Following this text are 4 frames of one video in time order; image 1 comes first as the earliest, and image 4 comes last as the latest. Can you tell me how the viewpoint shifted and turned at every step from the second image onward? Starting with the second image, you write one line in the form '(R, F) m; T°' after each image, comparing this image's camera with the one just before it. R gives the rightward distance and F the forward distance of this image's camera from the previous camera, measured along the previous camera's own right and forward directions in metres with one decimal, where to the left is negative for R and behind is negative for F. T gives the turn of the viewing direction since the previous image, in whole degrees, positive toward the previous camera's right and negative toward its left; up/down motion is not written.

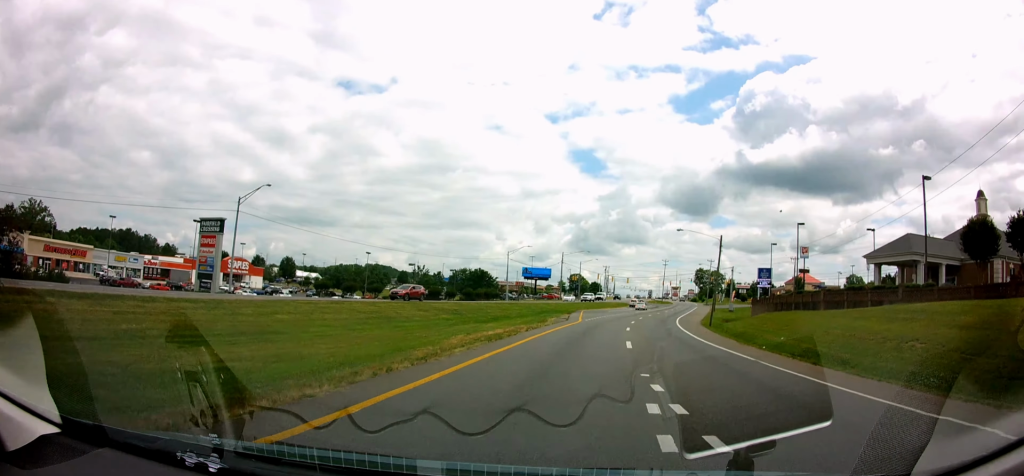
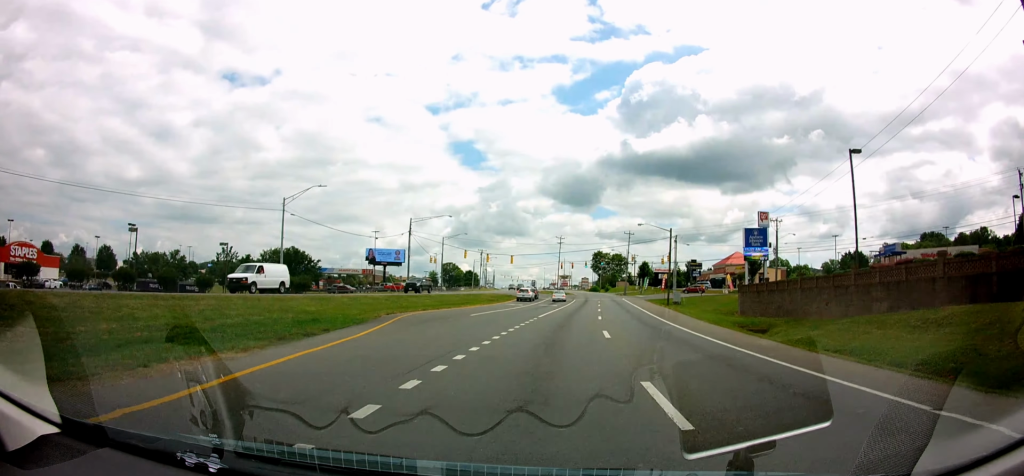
(+5.1, +46.5) m; +14°
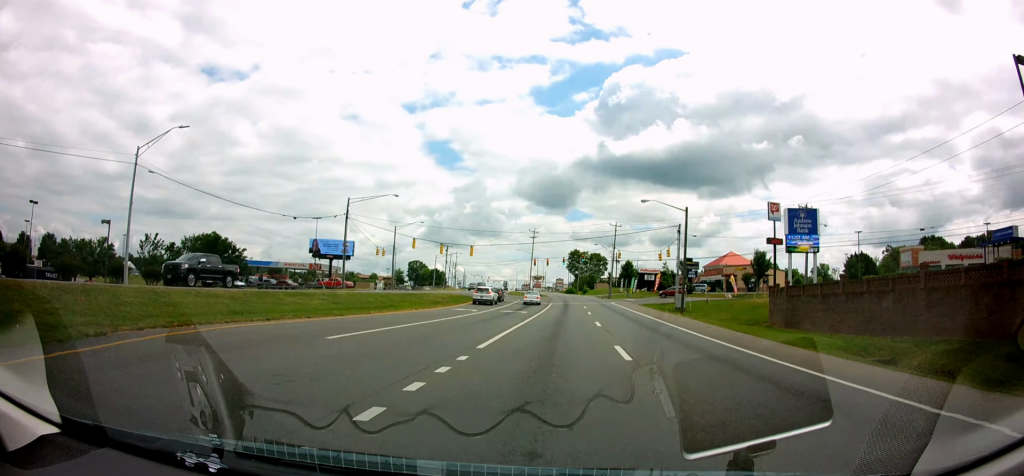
(0.0, +18.2) m; 0°
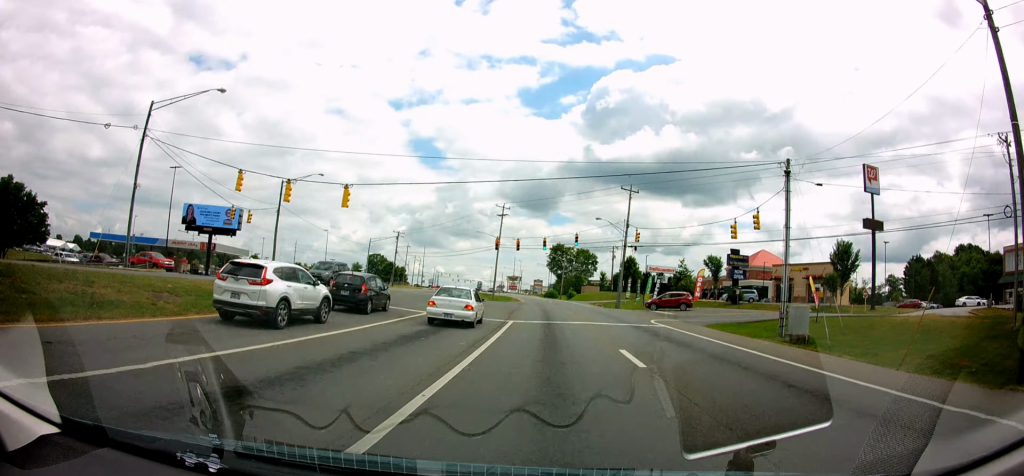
(+1.7, +37.3) m; +5°
